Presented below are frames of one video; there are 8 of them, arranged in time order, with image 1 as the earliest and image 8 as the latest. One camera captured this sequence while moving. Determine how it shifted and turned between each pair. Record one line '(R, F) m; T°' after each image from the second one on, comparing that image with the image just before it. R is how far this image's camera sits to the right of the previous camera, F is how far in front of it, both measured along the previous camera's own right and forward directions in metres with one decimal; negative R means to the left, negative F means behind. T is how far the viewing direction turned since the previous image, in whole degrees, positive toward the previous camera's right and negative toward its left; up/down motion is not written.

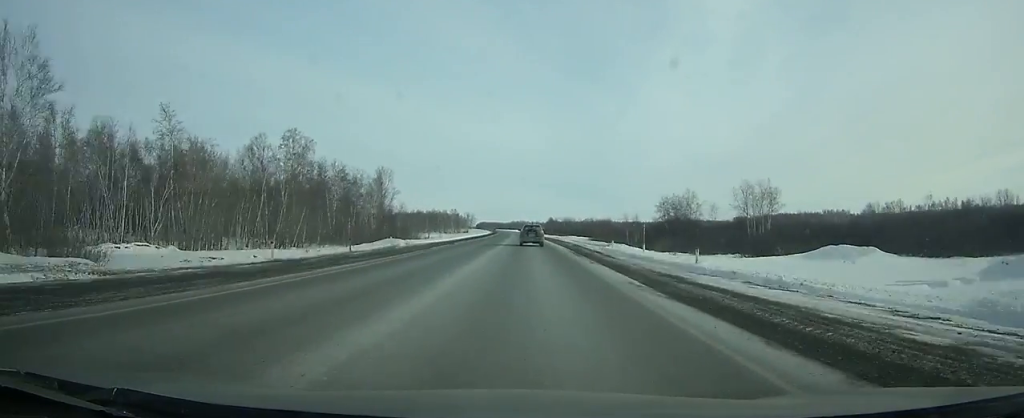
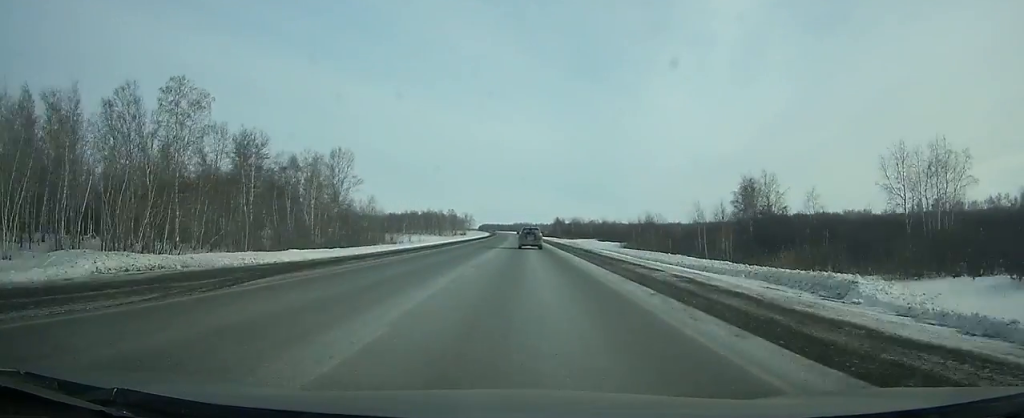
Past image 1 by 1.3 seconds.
(0.0, +36.8) m; 0°
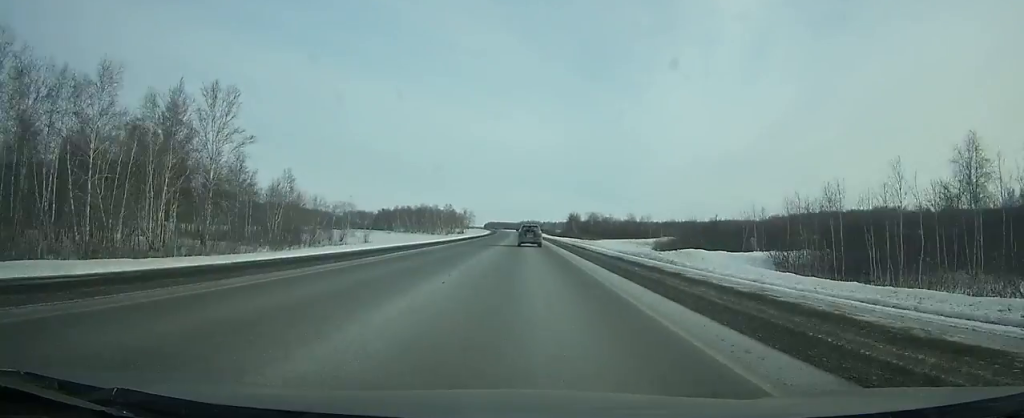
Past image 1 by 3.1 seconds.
(-0.4, +51.5) m; -1°
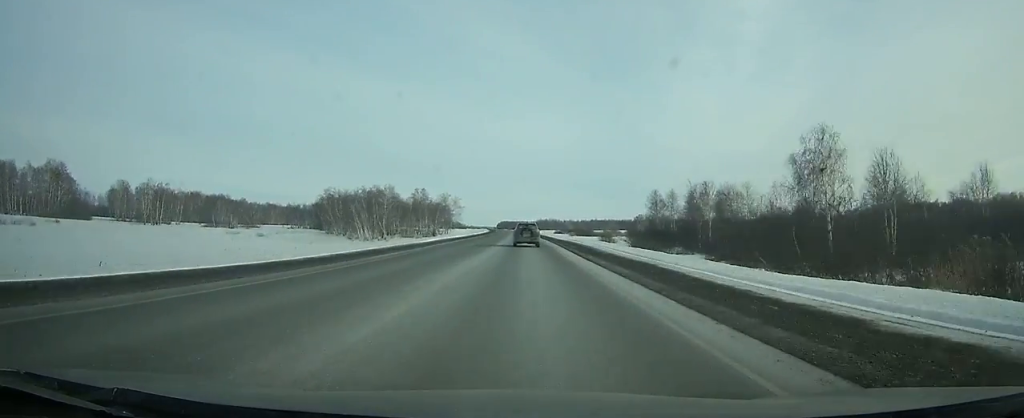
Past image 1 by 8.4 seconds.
(-2.7, +151.4) m; -2°
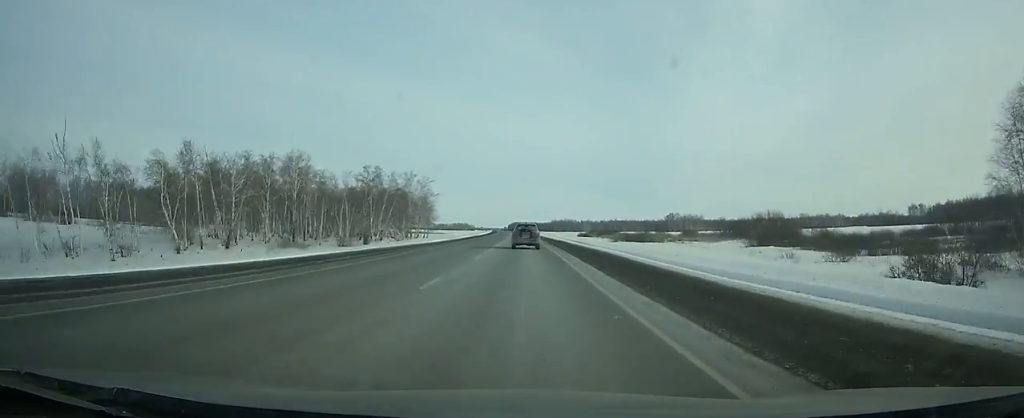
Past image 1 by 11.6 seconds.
(-0.8, +90.5) m; -1°
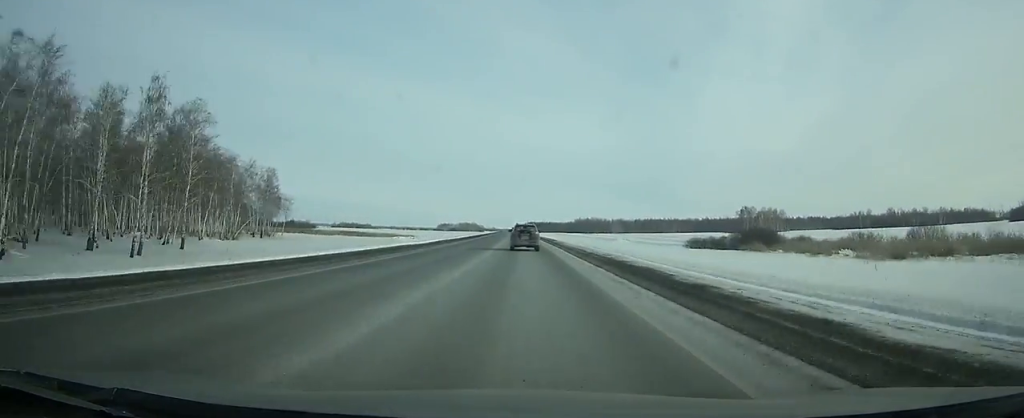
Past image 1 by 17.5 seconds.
(-3.0, +162.7) m; -2°
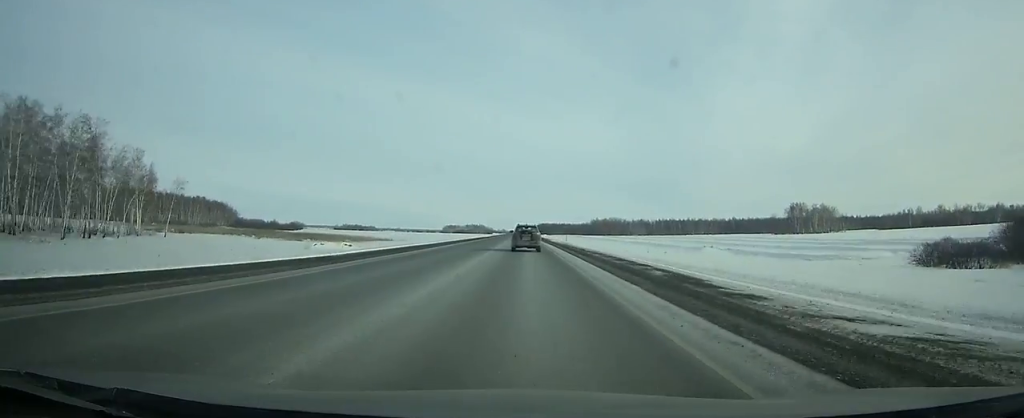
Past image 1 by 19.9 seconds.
(-0.3, +64.9) m; -1°
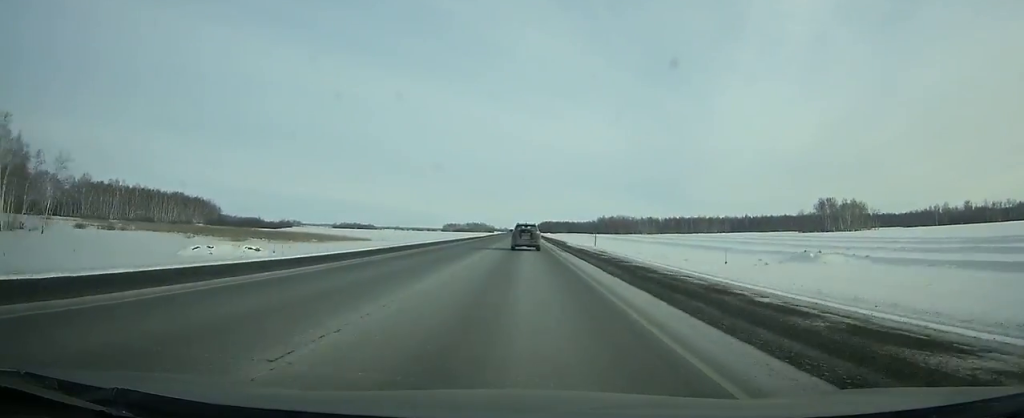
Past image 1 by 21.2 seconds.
(0.0, +35.0) m; 0°
